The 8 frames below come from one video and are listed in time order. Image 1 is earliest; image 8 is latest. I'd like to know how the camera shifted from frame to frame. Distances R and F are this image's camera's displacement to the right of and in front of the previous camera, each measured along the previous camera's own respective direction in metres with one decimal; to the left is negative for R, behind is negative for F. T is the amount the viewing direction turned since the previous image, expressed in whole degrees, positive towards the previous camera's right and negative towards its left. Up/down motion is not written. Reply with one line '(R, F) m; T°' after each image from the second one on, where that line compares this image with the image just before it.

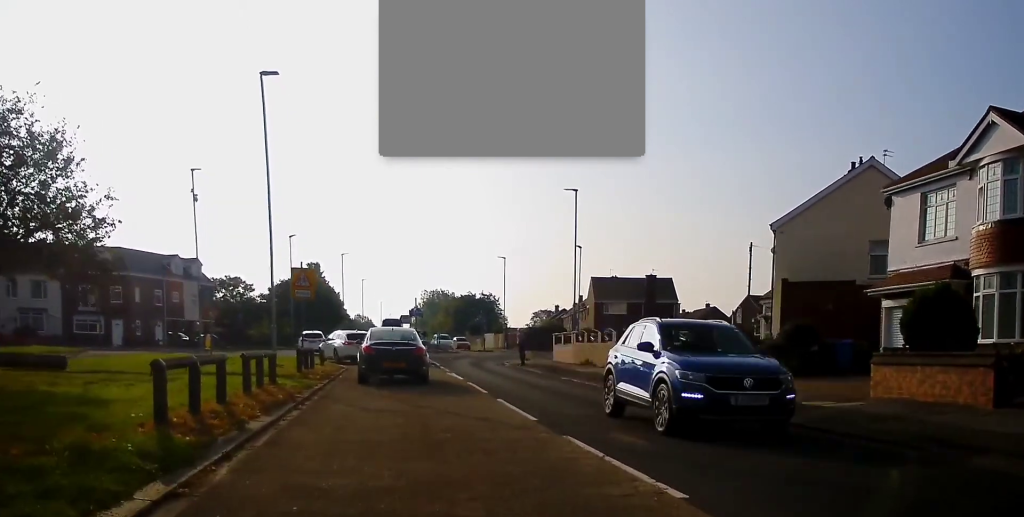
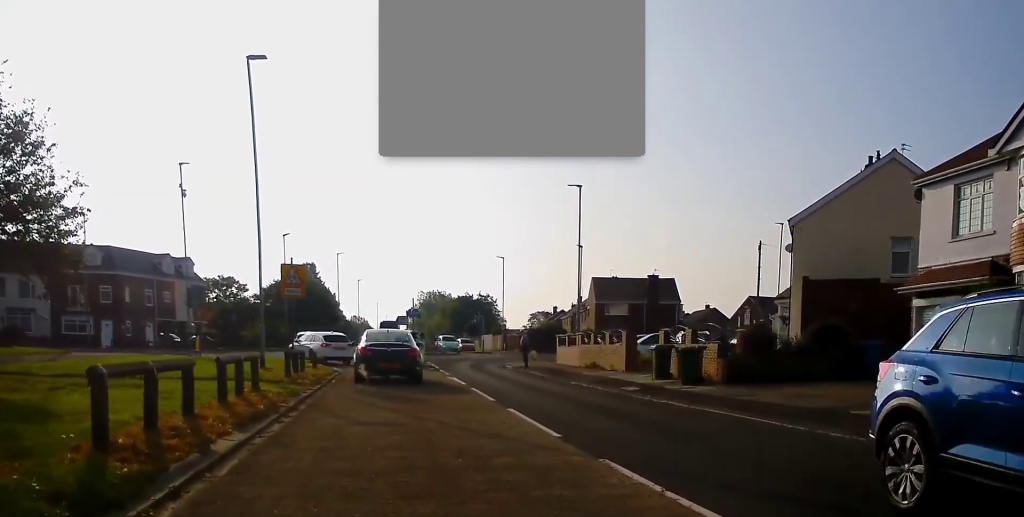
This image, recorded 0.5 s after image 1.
(-0.1, +1.7) m; 0°
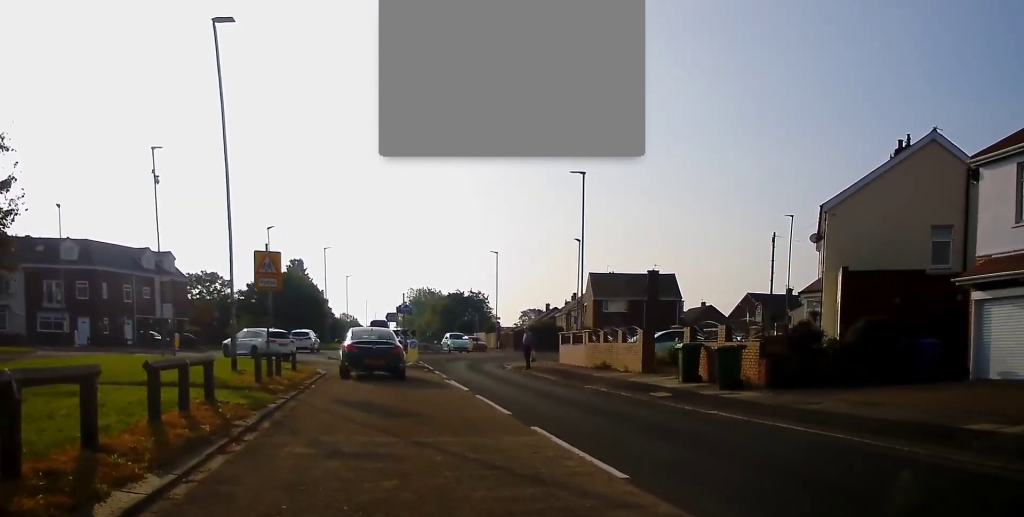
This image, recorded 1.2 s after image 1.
(+0.1, +3.0) m; +3°
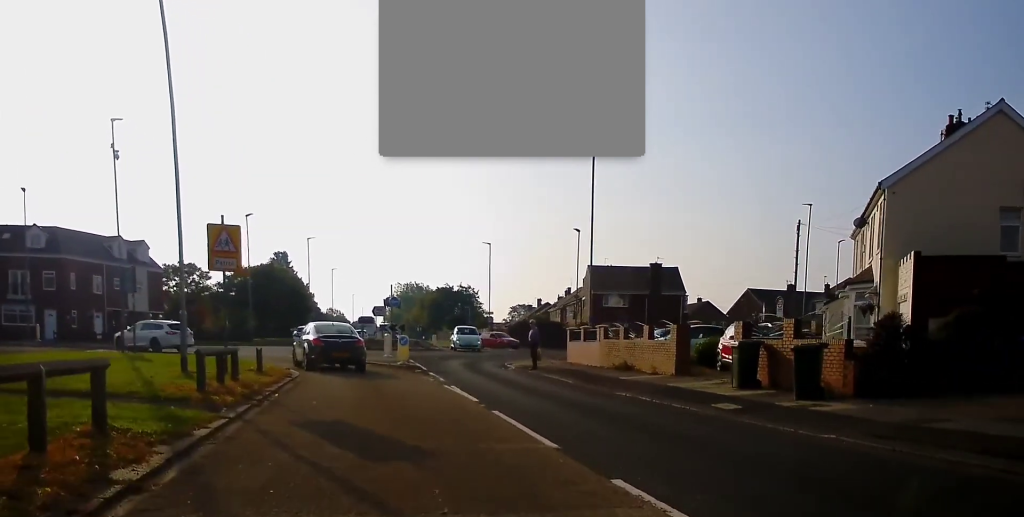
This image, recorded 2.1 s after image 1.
(+0.2, +4.3) m; +3°
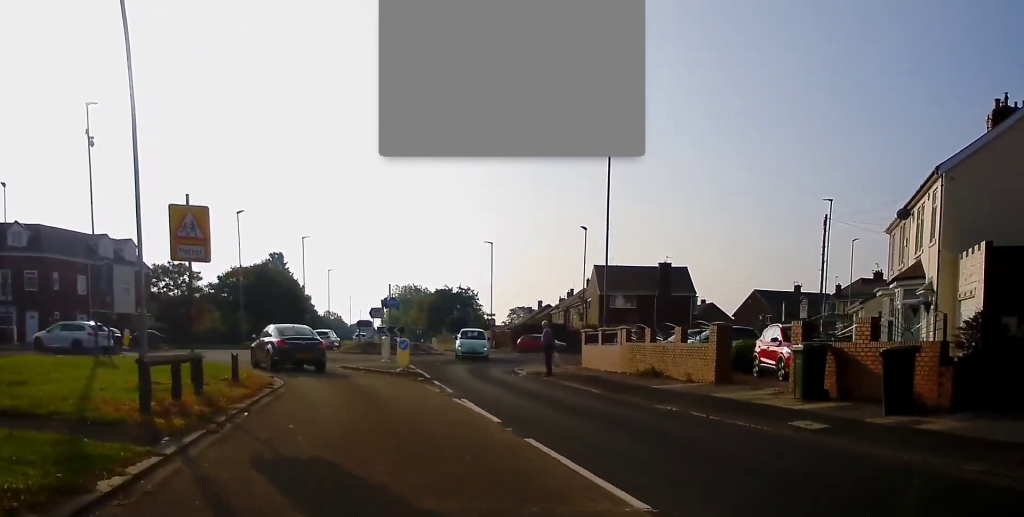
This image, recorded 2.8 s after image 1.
(+0.1, +3.1) m; -1°
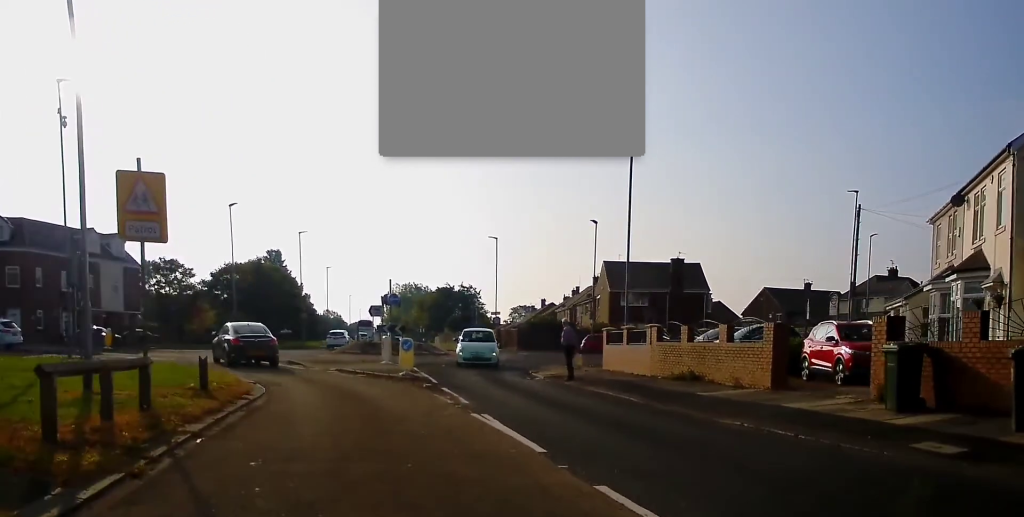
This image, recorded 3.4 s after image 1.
(-0.2, +3.1) m; -3°
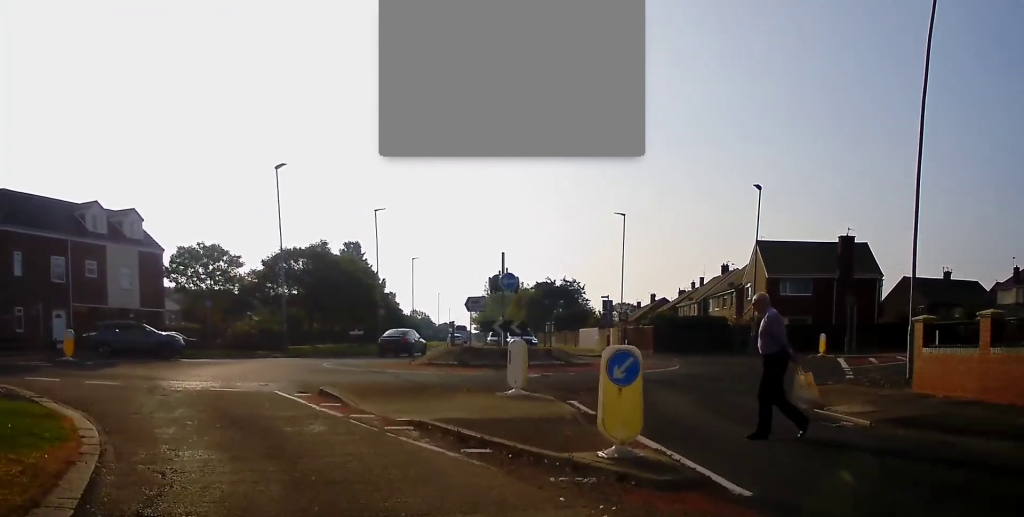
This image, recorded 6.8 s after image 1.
(-0.6, +14.3) m; -9°
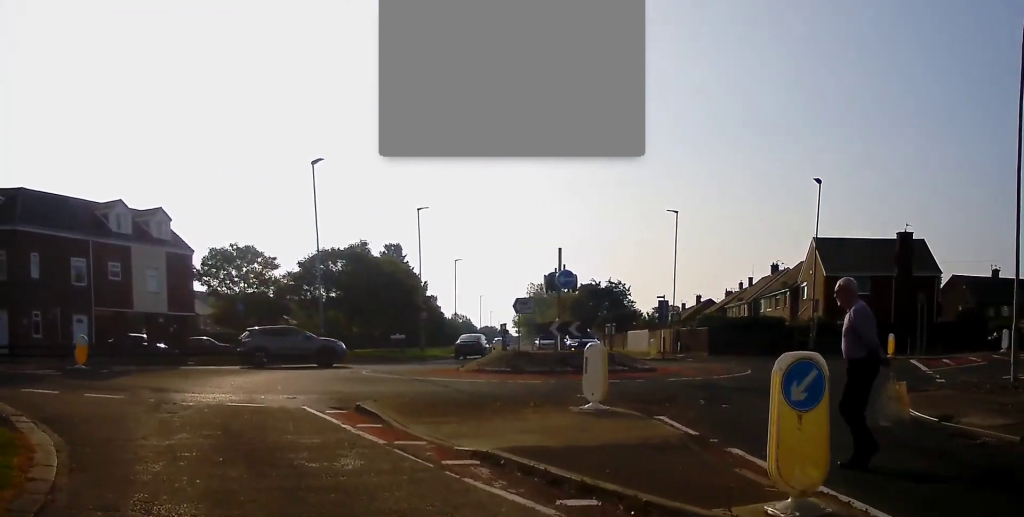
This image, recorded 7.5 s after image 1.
(+0.1, +2.6) m; +2°
